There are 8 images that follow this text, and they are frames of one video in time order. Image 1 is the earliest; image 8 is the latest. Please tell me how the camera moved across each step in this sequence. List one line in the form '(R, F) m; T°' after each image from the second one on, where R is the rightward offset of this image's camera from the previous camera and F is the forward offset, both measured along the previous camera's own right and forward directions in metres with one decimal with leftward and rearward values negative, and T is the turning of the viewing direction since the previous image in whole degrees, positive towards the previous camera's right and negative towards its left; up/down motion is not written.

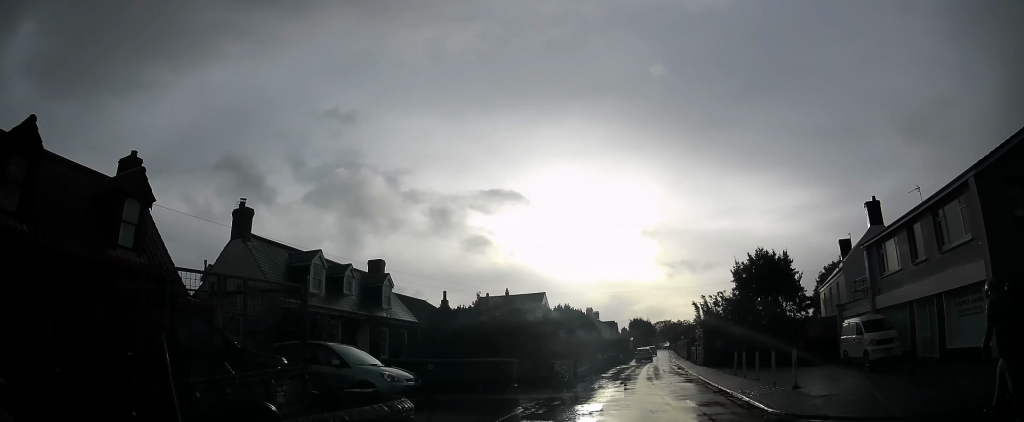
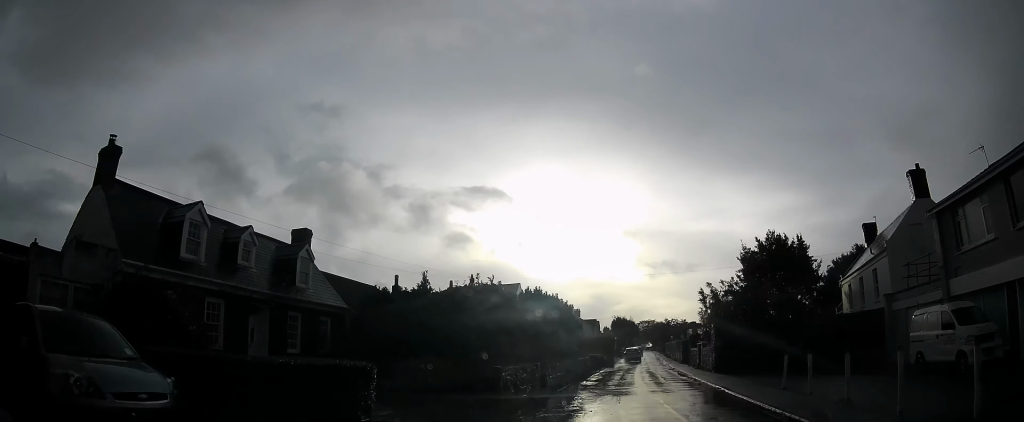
(0.0, +5.6) m; 0°
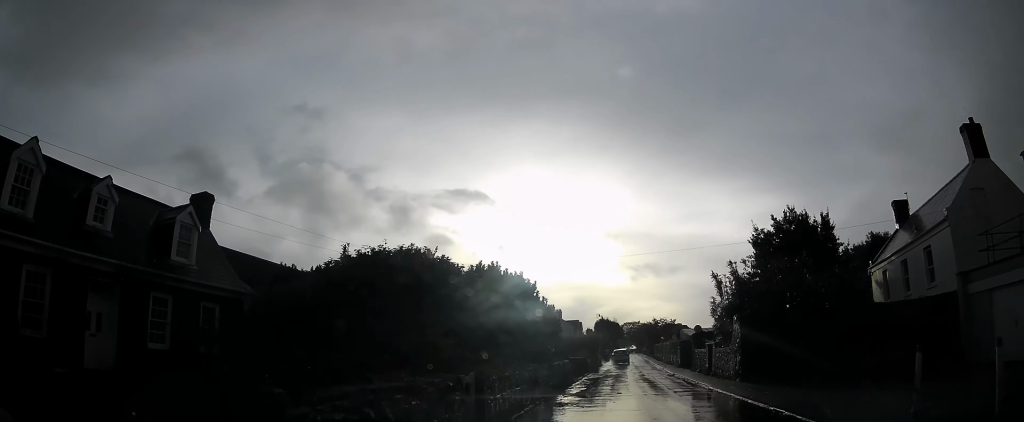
(0.0, +5.2) m; 0°
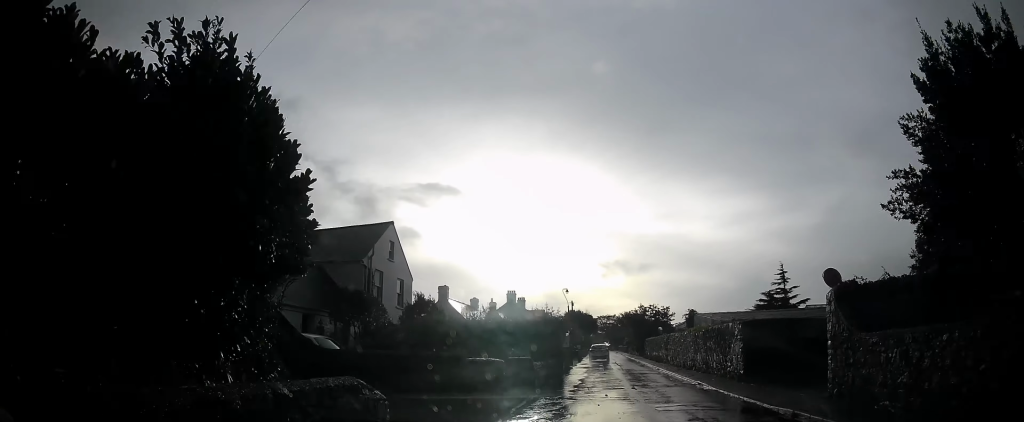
(0.0, +16.1) m; 0°
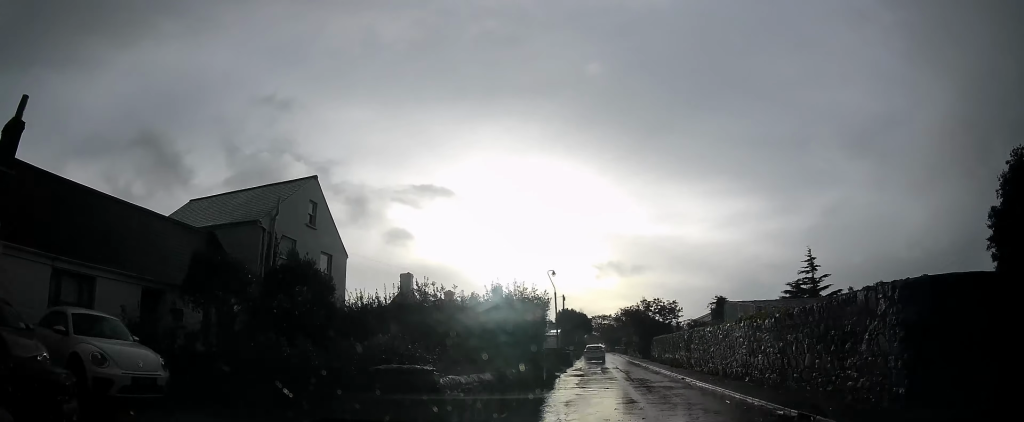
(0.0, +7.6) m; 0°
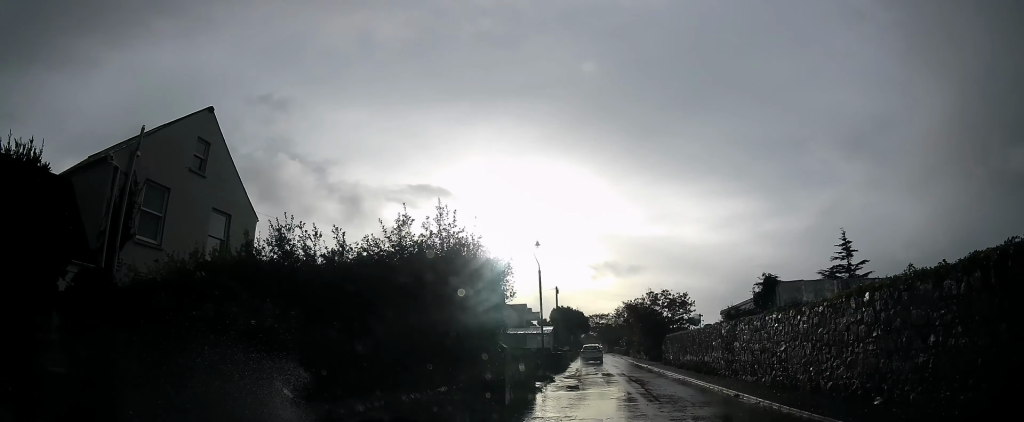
(0.0, +6.9) m; +1°
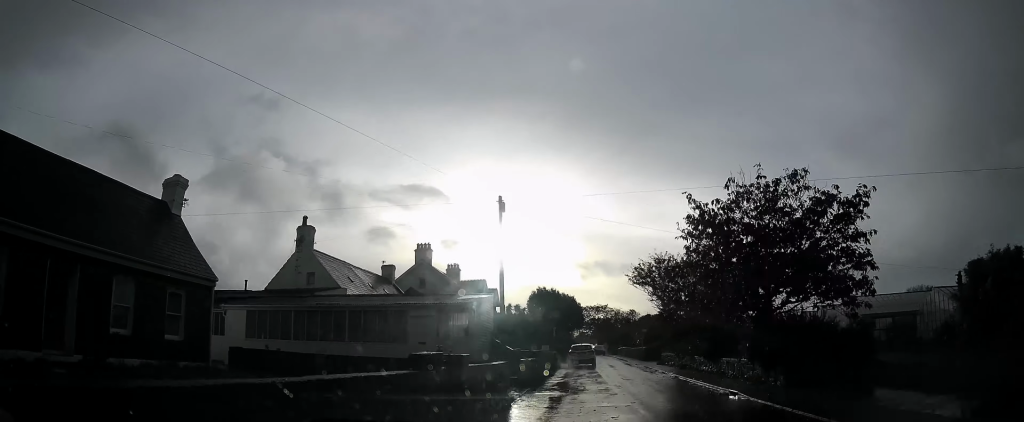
(+1.7, +27.9) m; +6°
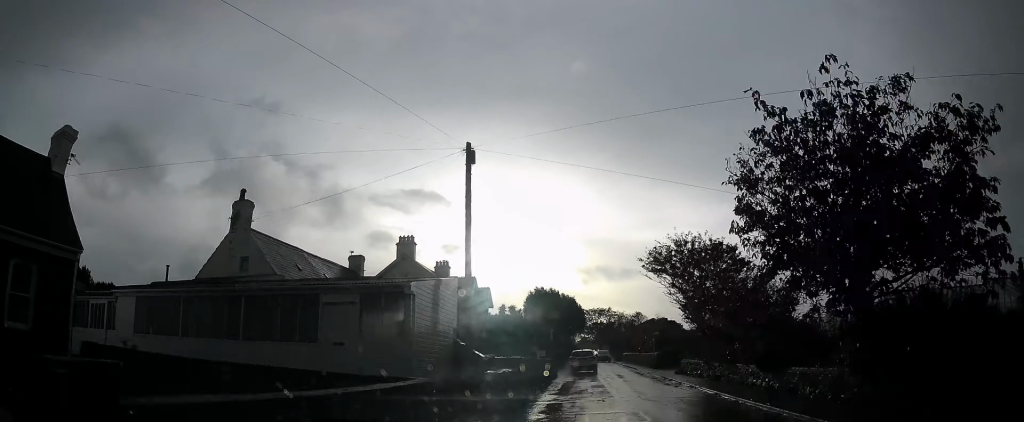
(+0.1, +5.7) m; +1°
